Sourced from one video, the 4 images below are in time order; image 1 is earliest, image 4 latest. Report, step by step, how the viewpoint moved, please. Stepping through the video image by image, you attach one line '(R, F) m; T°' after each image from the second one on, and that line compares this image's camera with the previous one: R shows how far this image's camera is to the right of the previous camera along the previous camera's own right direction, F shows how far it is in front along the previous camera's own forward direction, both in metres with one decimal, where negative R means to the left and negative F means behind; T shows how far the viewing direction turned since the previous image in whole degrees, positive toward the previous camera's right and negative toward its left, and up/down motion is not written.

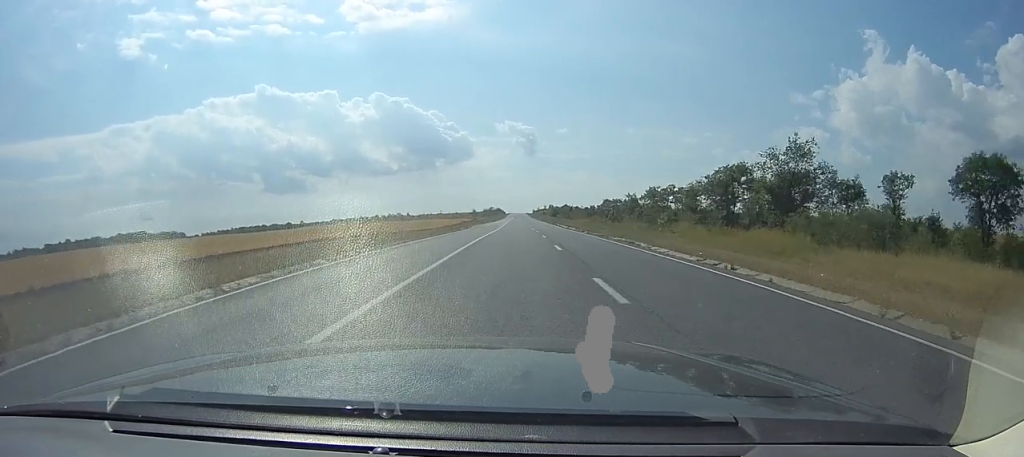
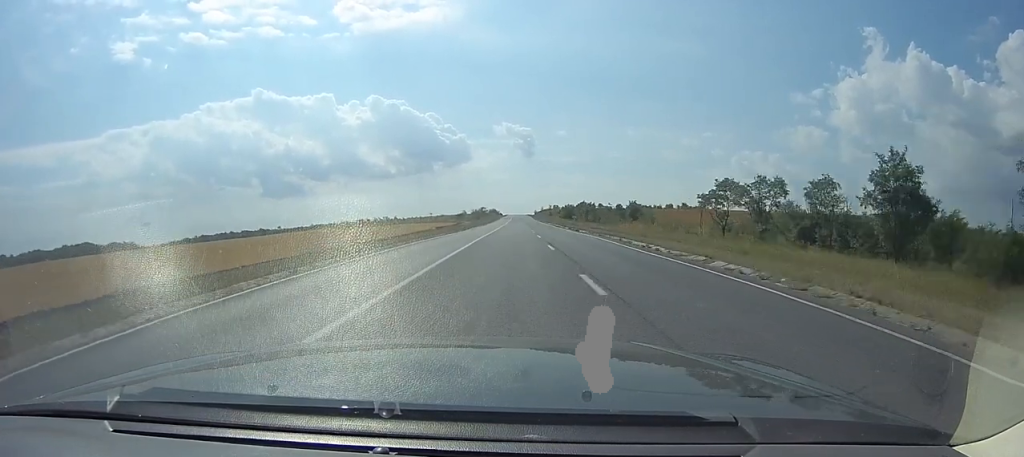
(+0.7, +82.9) m; 0°
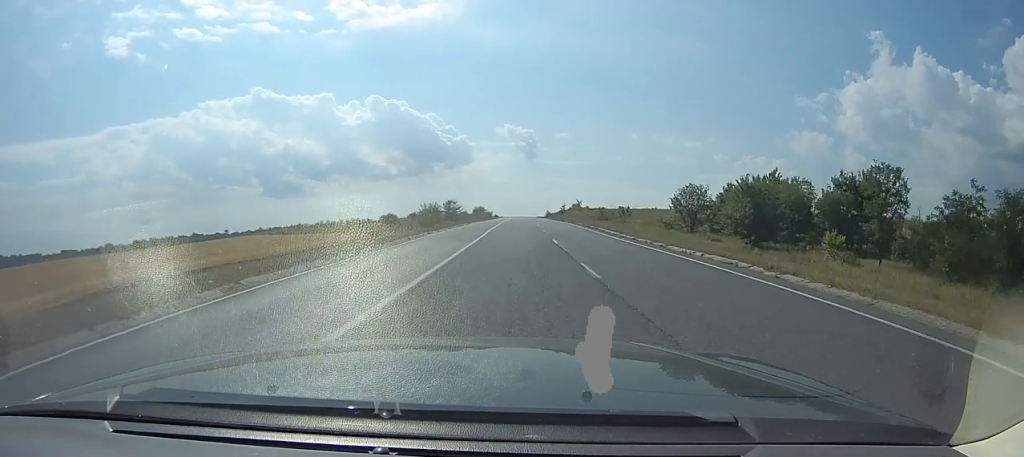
(-0.4, +151.2) m; 0°
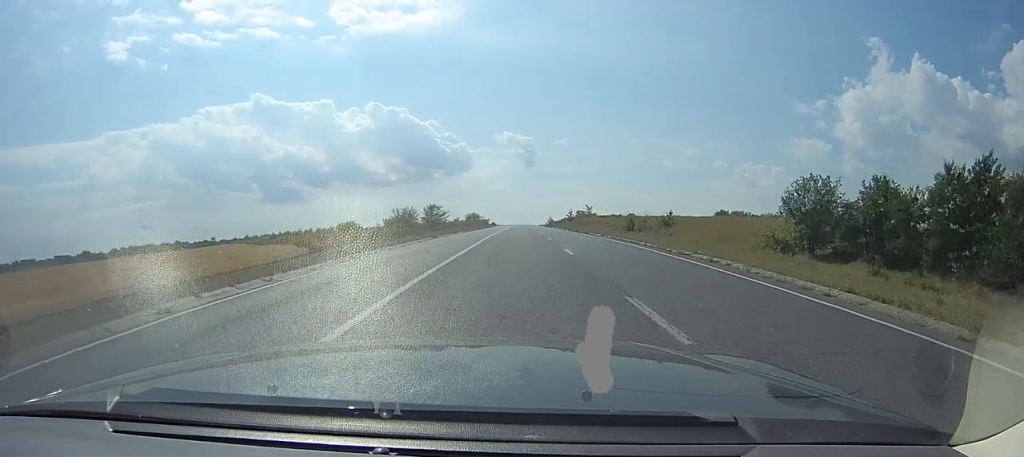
(+0.6, +29.1) m; 0°
